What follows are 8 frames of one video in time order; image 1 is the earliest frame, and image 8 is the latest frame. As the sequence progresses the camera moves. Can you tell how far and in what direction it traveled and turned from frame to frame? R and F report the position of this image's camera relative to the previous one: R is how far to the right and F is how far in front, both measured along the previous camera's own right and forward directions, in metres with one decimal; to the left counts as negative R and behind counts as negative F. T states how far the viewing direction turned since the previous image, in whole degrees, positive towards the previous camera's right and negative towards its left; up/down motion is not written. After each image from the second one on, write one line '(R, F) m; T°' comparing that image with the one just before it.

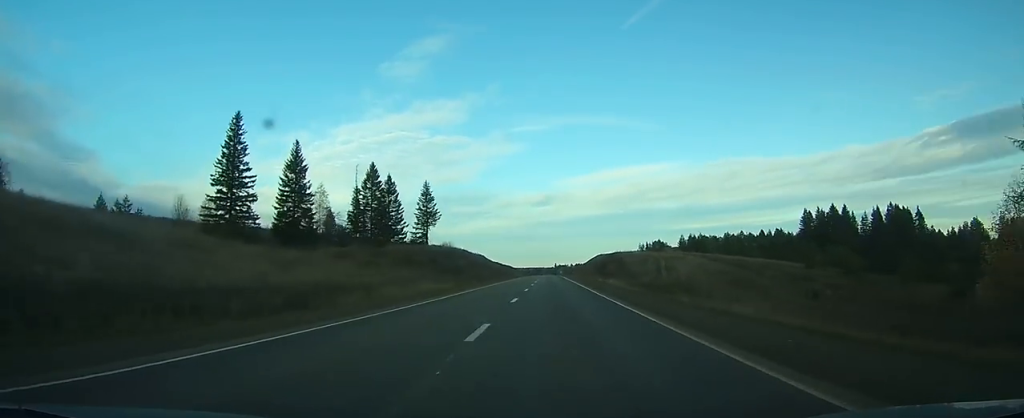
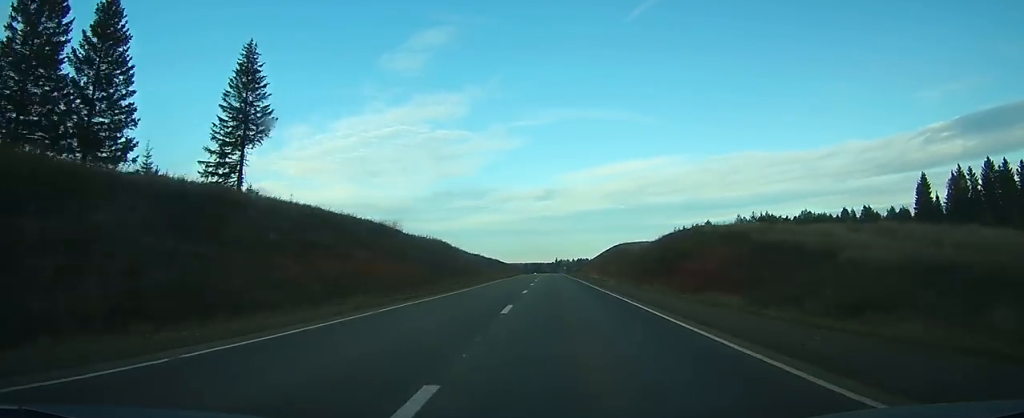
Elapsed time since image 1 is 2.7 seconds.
(-0.1, +78.4) m; 0°
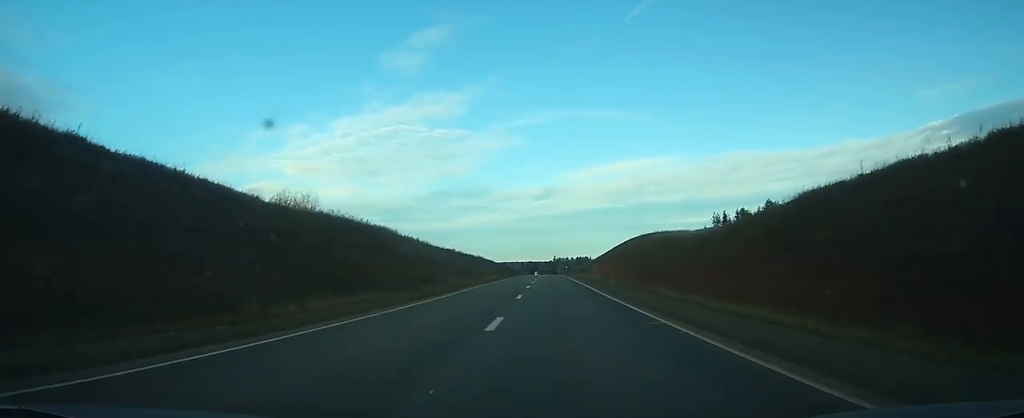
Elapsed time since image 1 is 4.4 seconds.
(-0.1, +51.4) m; 0°
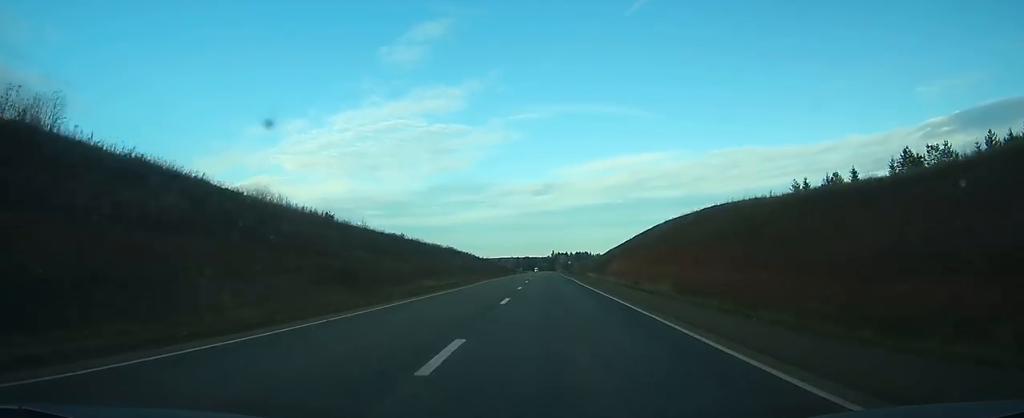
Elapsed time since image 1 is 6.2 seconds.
(+0.3, +53.3) m; 0°
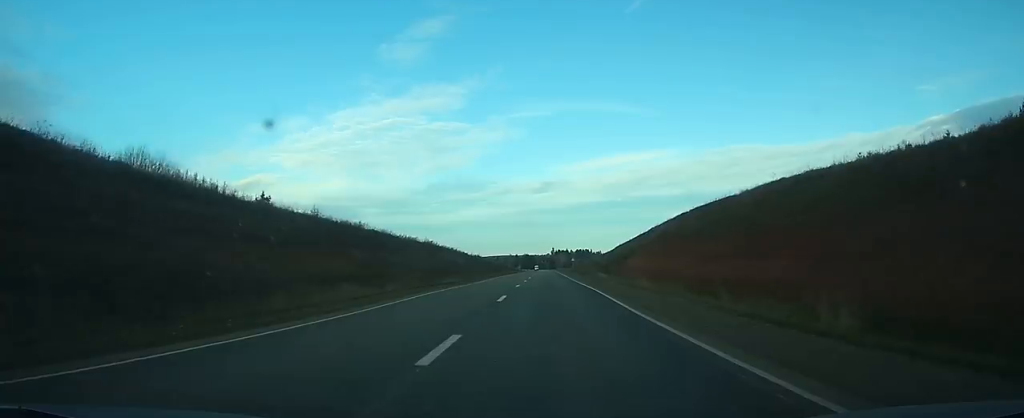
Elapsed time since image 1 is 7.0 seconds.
(0.0, +23.5) m; 0°
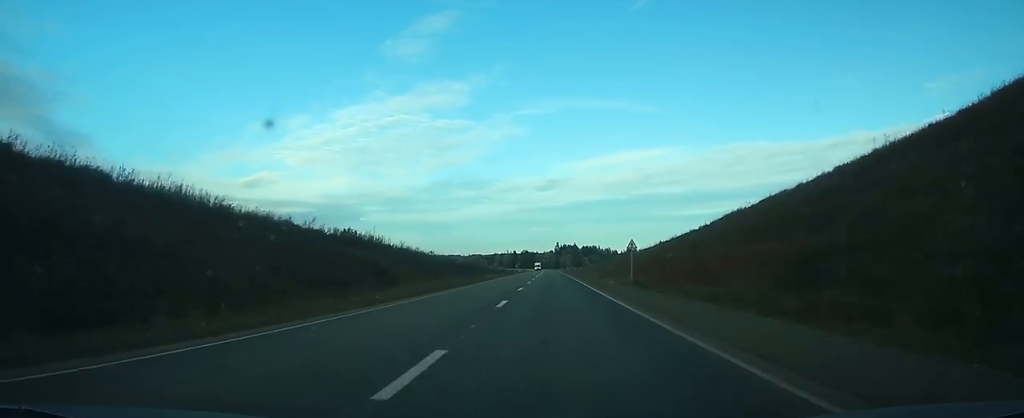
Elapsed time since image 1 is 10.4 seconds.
(-0.2, +99.4) m; 0°
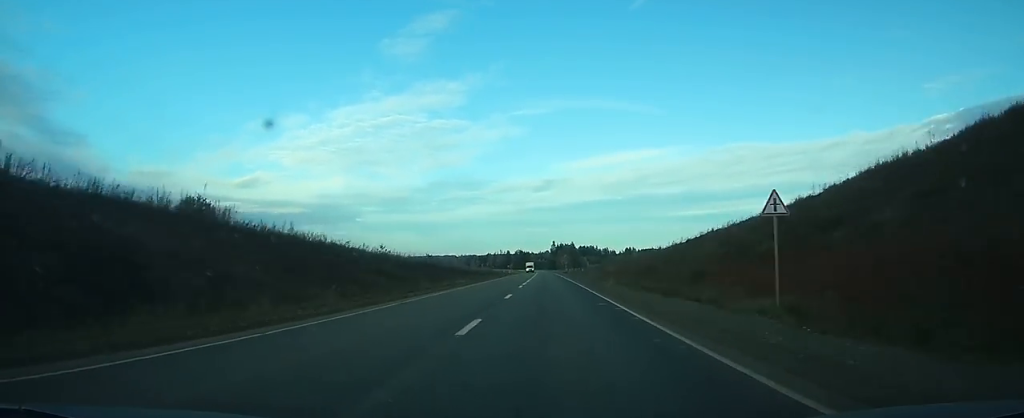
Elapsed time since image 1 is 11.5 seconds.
(+0.1, +30.7) m; 0°
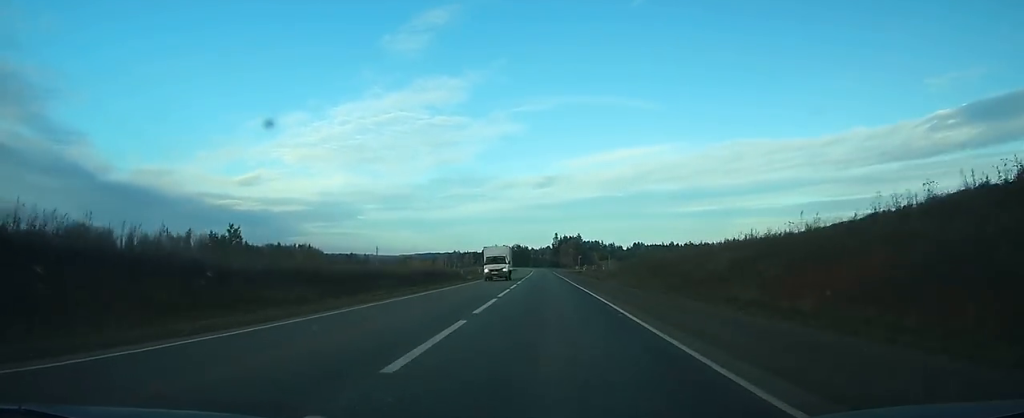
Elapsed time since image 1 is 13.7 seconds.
(+0.1, +64.9) m; 0°
